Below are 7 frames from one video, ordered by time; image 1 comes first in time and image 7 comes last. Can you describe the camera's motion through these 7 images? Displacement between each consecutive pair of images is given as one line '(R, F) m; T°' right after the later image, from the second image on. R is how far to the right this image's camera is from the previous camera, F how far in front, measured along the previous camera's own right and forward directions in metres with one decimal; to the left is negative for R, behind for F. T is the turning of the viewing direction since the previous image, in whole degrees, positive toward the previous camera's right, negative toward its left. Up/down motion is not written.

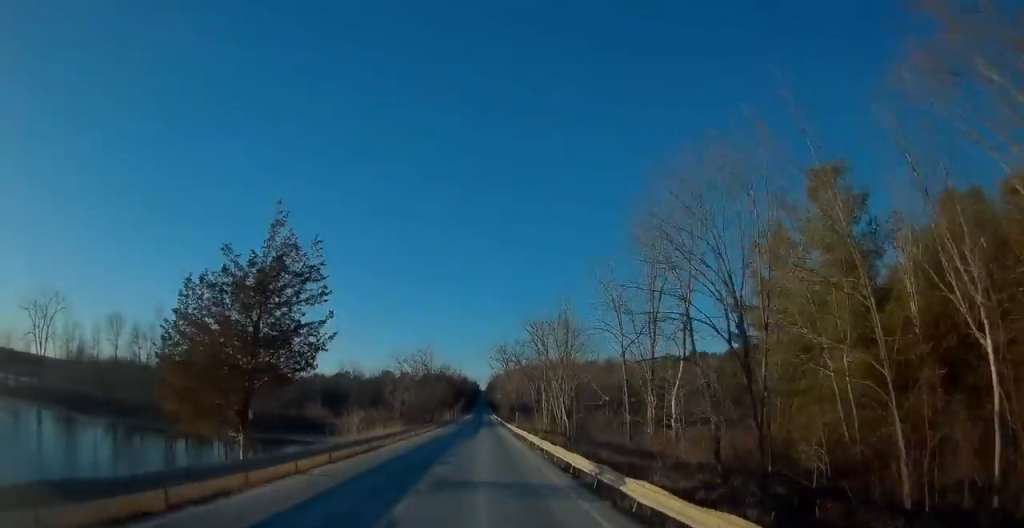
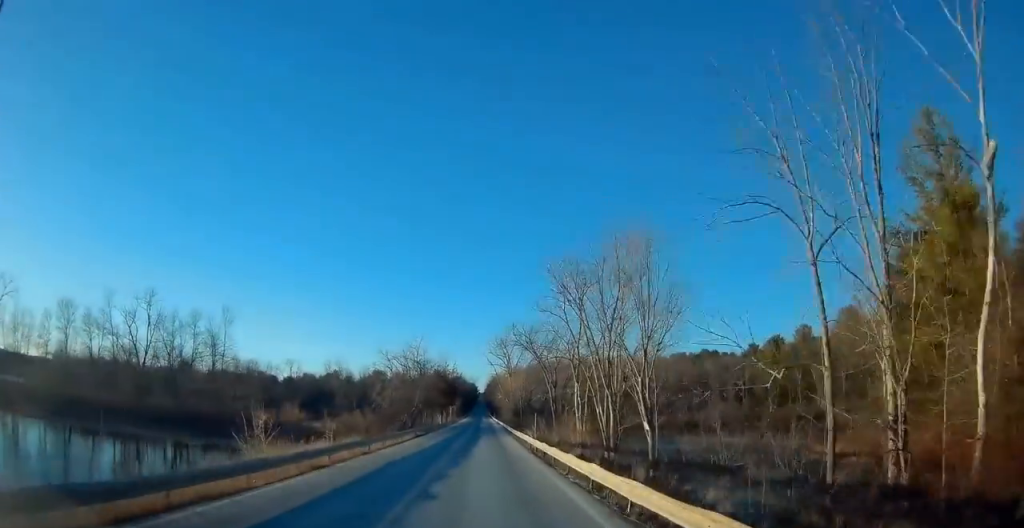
(0.0, +19.1) m; 0°
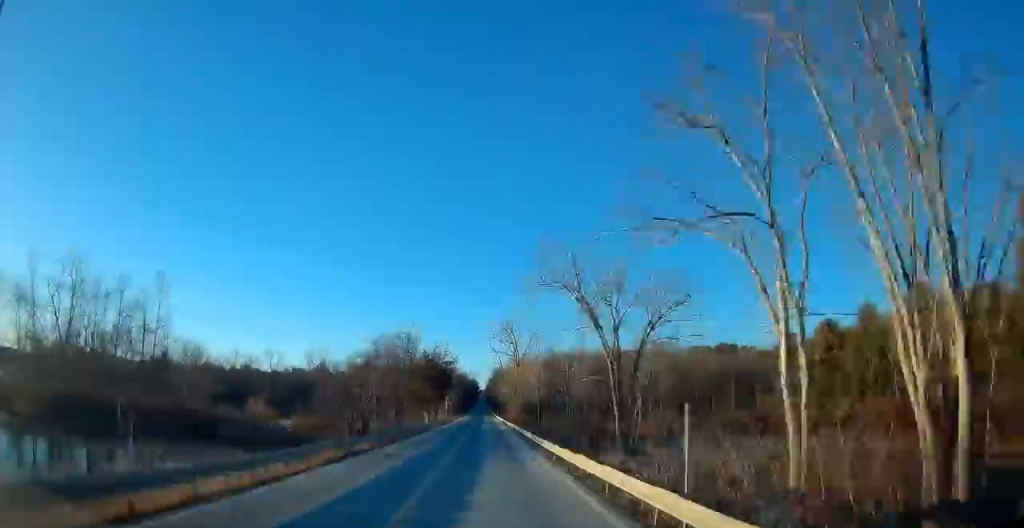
(+0.1, +24.3) m; 0°
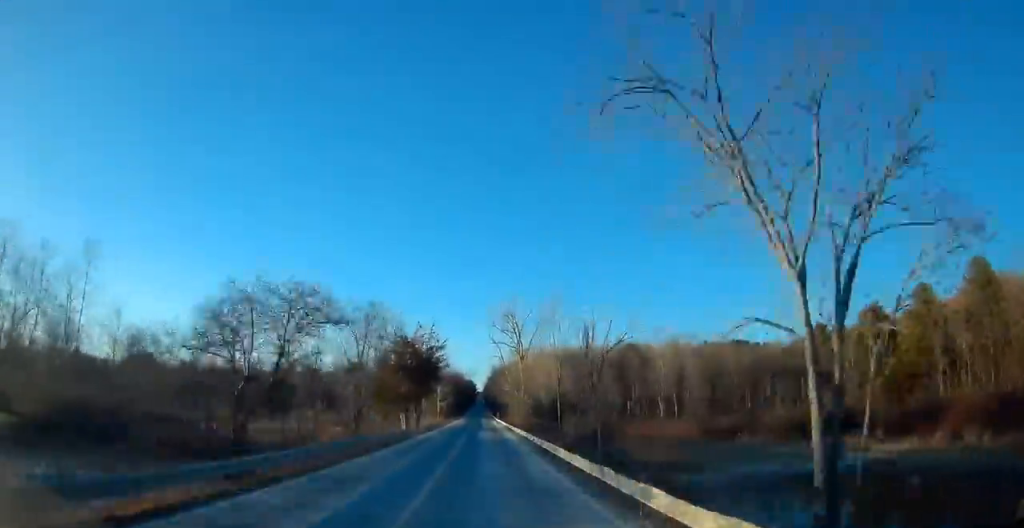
(0.0, +18.1) m; -1°
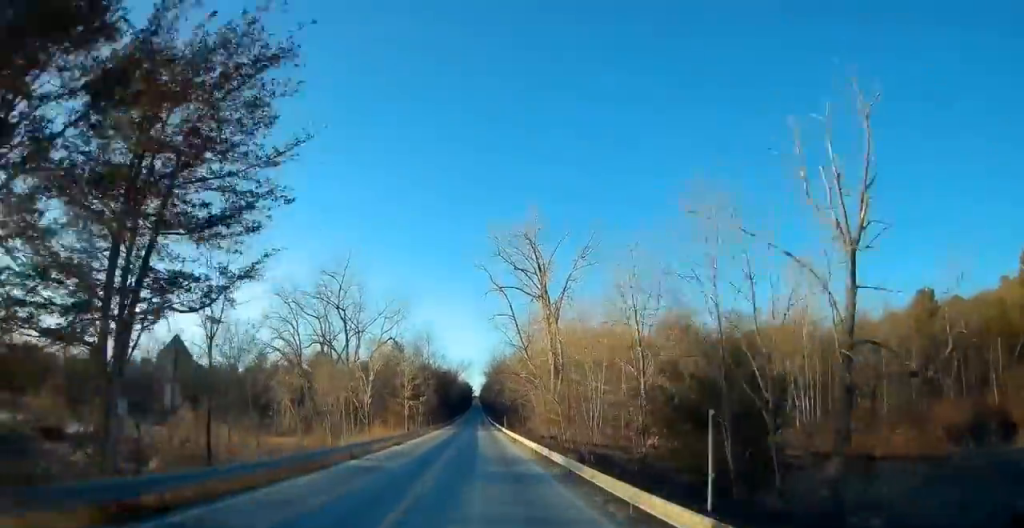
(-0.5, +45.4) m; 0°
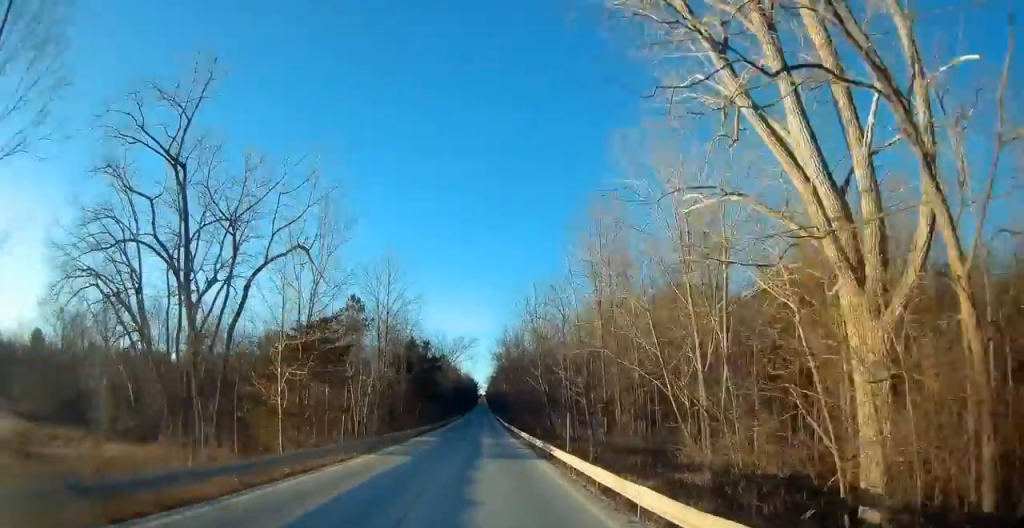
(+0.7, +46.0) m; 0°
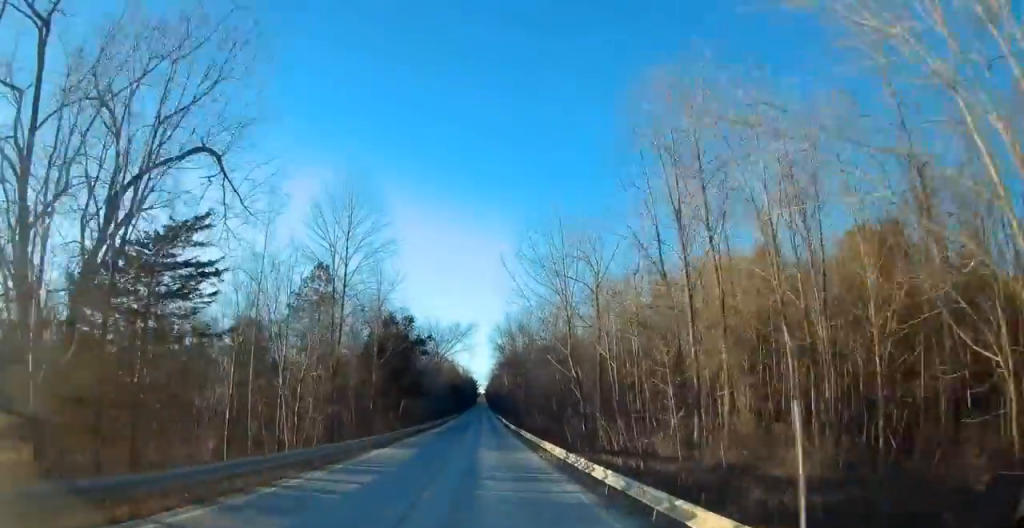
(-0.2, +16.0) m; 0°
